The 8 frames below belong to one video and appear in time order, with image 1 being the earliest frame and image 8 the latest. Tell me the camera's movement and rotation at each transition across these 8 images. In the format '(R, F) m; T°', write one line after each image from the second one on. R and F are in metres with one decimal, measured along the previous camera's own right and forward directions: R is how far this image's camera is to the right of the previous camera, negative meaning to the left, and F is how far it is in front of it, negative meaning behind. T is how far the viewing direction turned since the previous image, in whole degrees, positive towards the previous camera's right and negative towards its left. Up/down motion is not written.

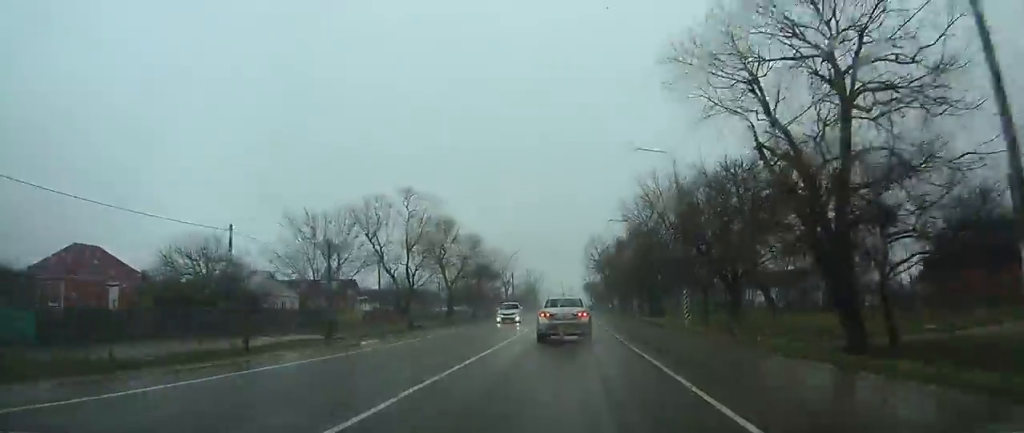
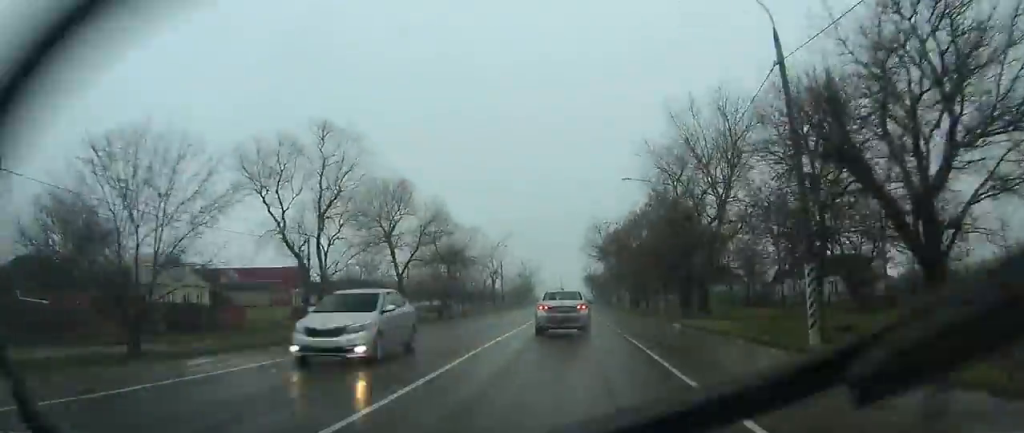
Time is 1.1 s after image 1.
(-0.1, +18.6) m; 0°
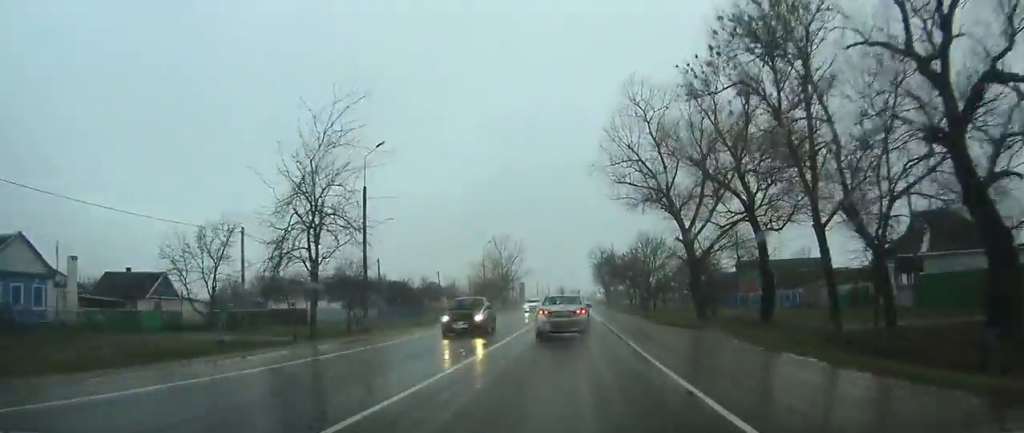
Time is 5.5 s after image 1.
(+0.3, +71.3) m; 0°
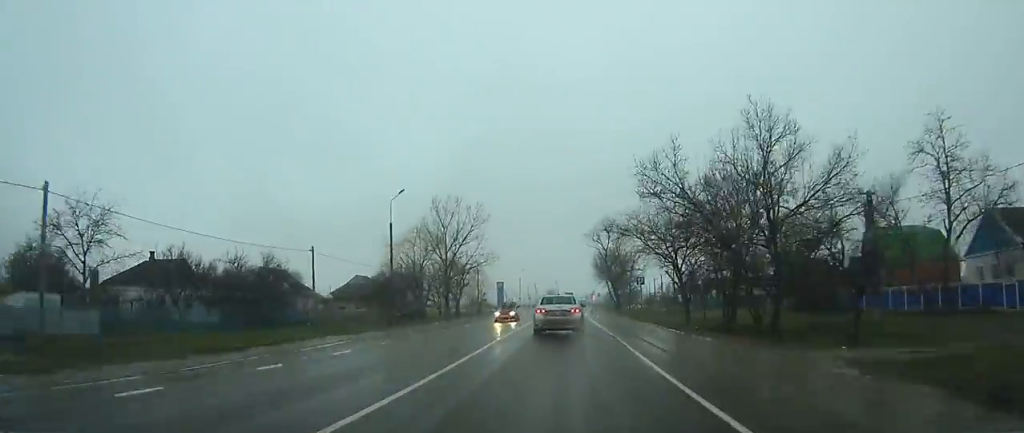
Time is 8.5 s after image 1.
(0.0, +48.3) m; 0°
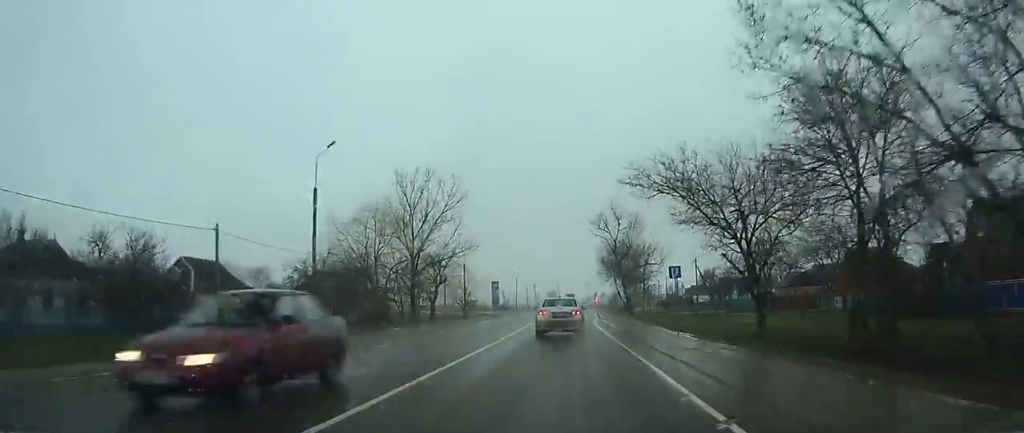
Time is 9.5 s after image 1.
(+0.1, +16.2) m; 0°
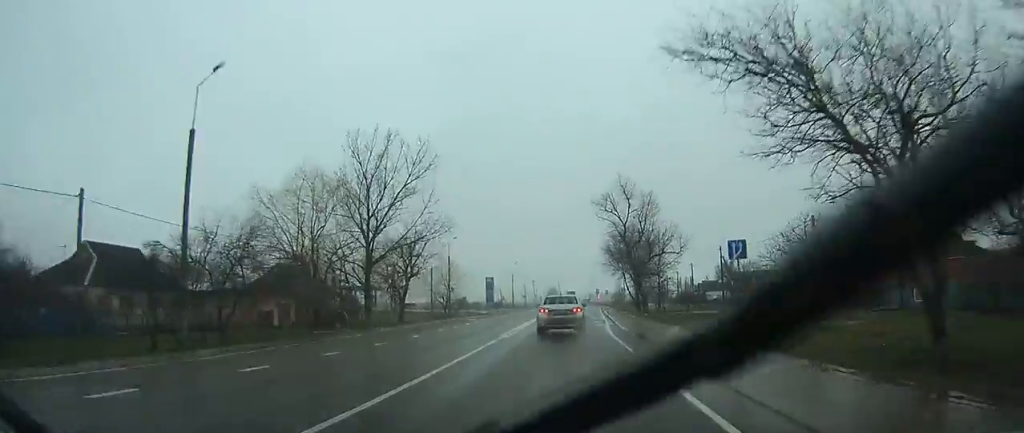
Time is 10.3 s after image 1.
(-0.1, +13.0) m; 0°
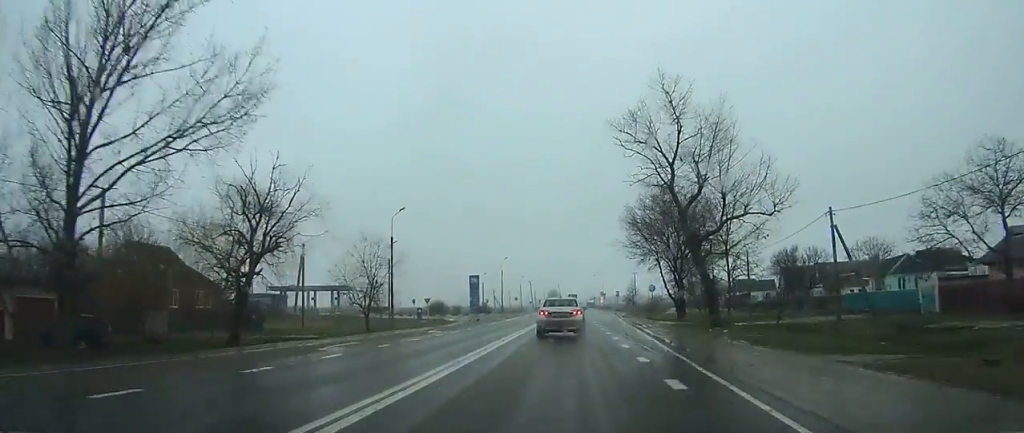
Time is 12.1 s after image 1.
(-0.1, +28.2) m; 0°
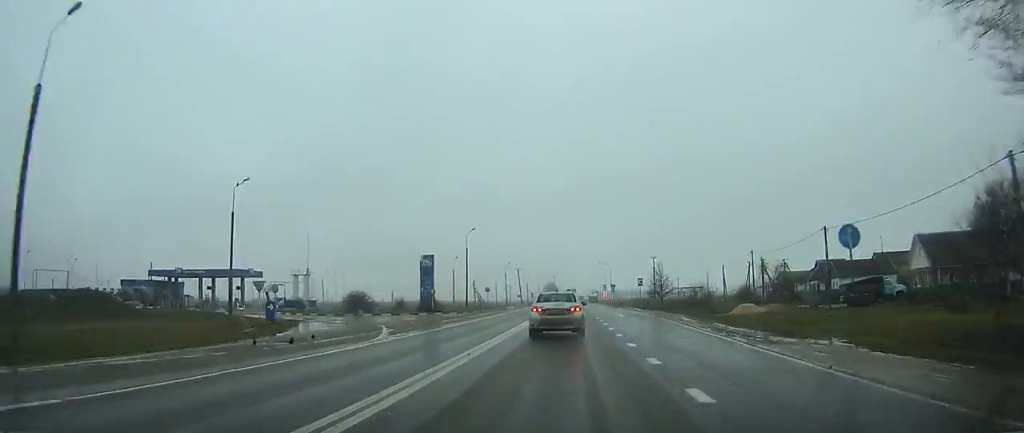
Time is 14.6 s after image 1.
(+0.1, +40.8) m; 0°
